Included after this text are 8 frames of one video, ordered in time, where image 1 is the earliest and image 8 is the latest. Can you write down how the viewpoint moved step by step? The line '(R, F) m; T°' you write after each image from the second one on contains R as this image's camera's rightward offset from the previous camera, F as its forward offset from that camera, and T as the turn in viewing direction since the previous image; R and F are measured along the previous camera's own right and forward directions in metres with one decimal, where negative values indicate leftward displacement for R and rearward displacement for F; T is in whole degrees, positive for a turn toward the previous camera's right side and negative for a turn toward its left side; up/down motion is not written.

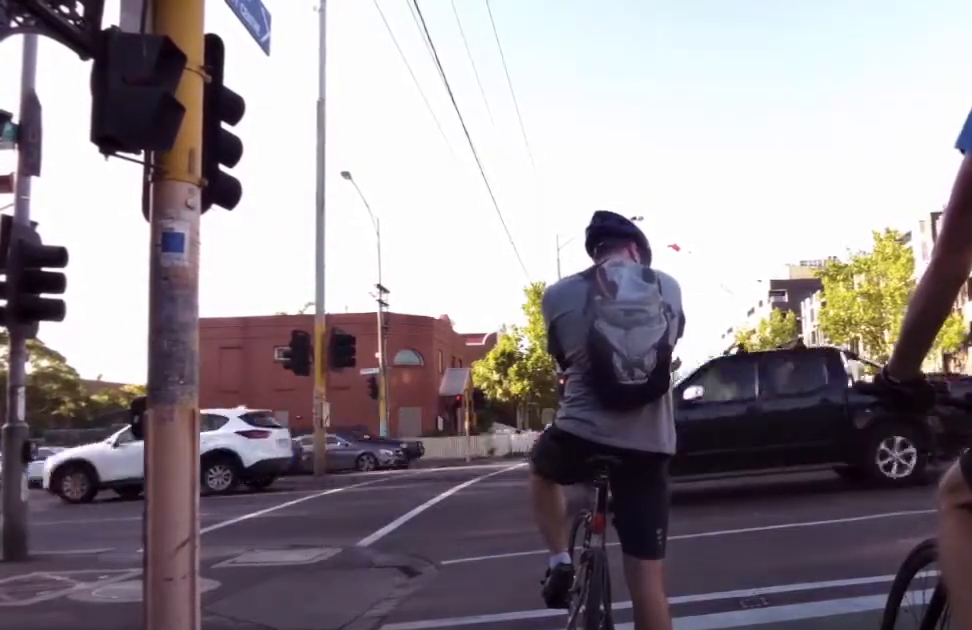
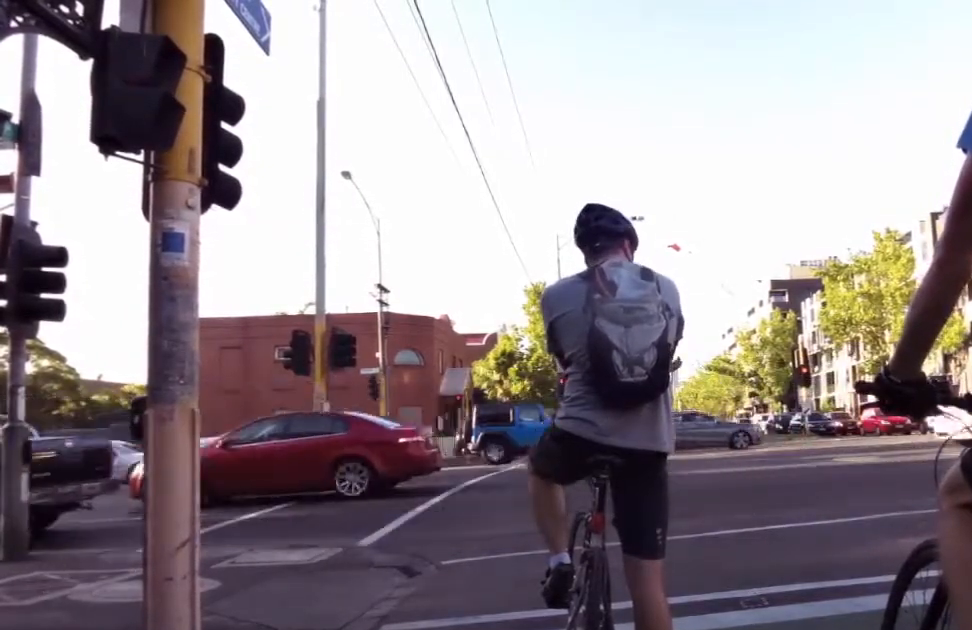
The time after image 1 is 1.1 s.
(0.0, 0.0) m; 0°
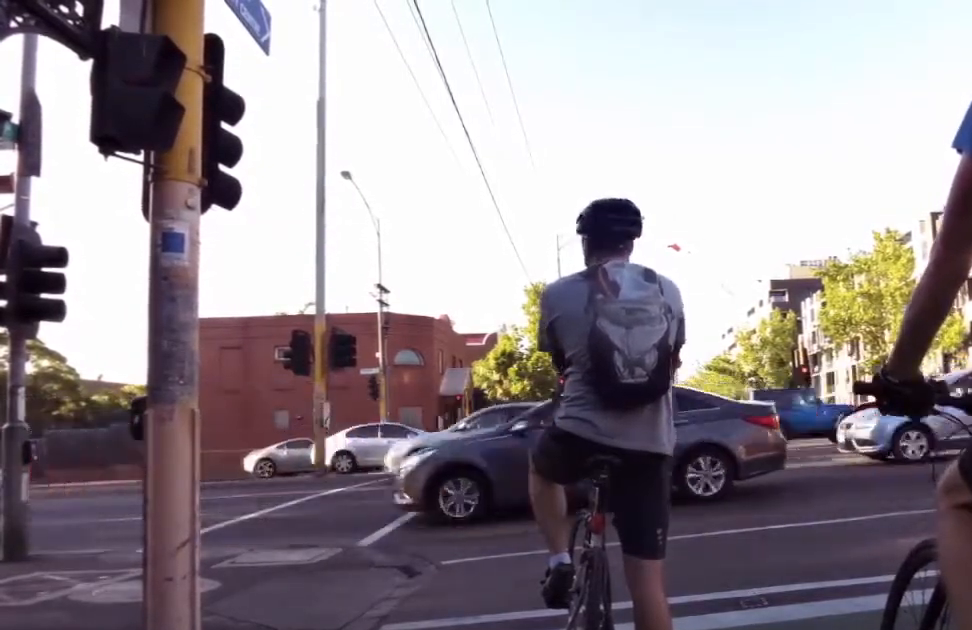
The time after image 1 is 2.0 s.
(0.0, 0.0) m; 0°
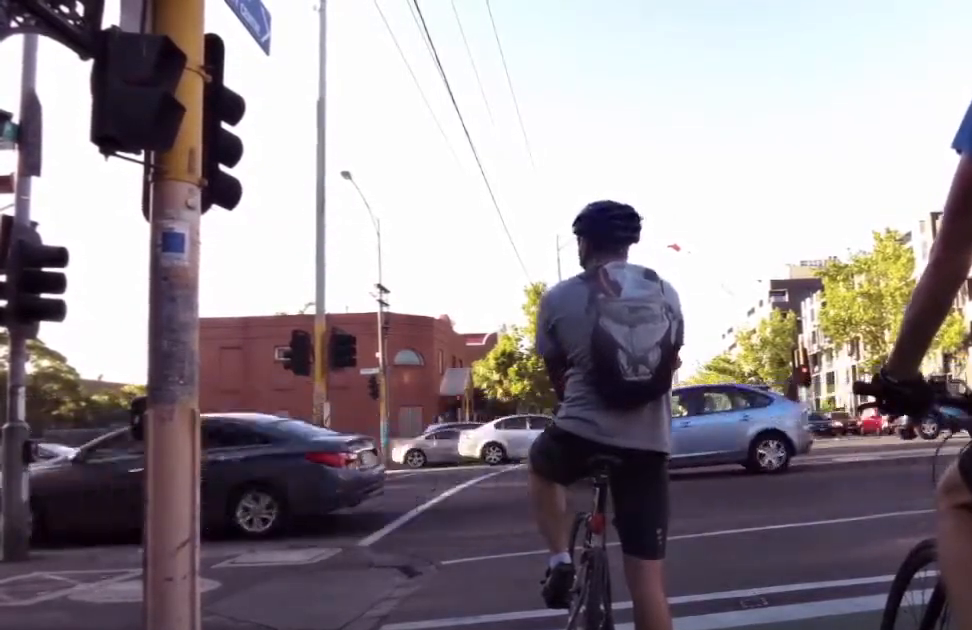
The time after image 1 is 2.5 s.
(0.0, 0.0) m; 0°
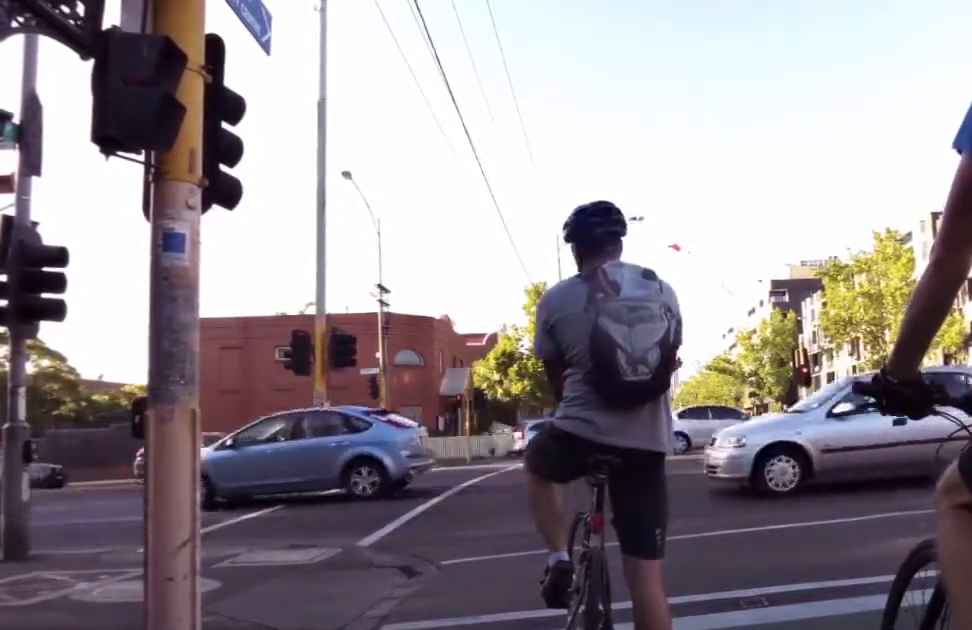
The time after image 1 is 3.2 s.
(0.0, 0.0) m; 0°
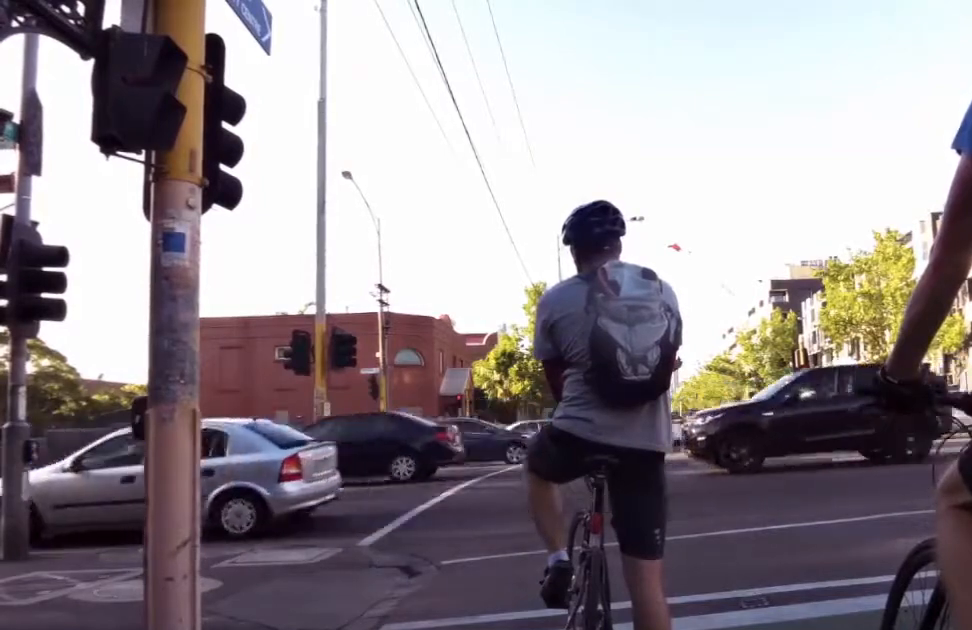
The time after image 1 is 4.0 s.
(0.0, 0.0) m; 0°
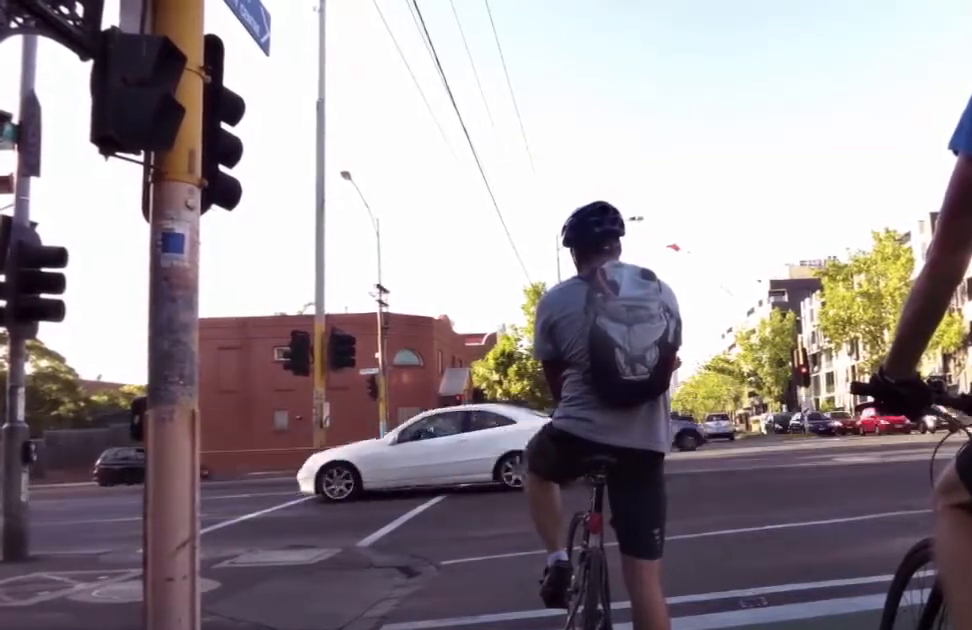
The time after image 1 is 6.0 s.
(0.0, 0.0) m; 0°
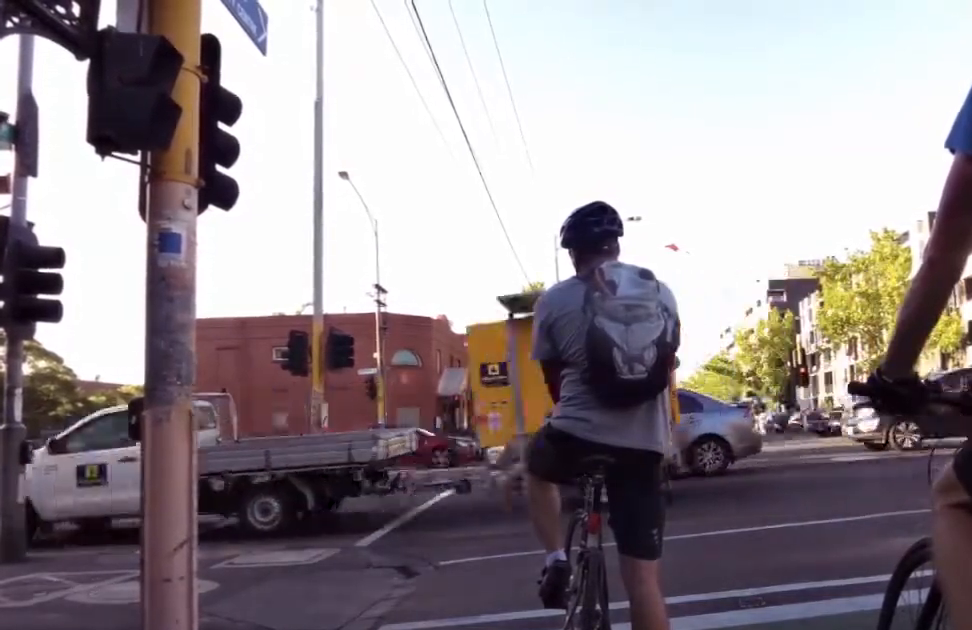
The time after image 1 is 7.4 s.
(0.0, 0.0) m; 0°
